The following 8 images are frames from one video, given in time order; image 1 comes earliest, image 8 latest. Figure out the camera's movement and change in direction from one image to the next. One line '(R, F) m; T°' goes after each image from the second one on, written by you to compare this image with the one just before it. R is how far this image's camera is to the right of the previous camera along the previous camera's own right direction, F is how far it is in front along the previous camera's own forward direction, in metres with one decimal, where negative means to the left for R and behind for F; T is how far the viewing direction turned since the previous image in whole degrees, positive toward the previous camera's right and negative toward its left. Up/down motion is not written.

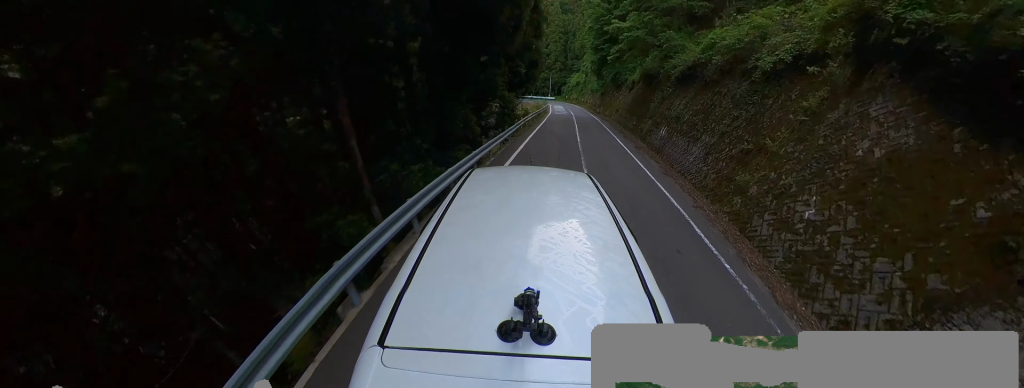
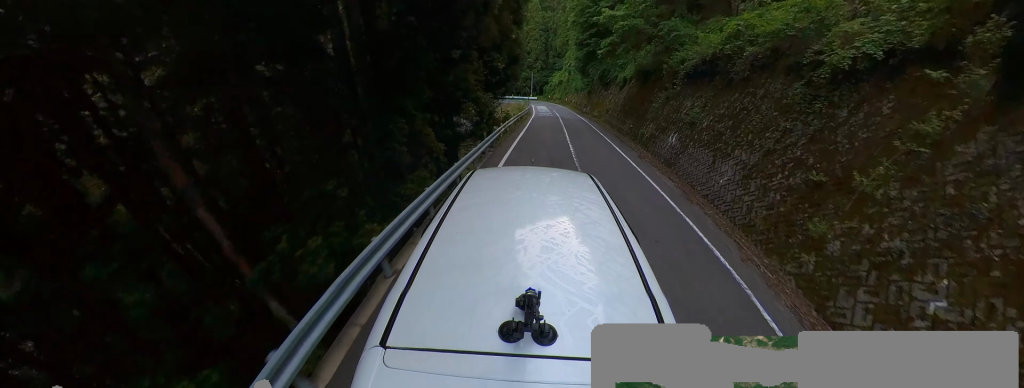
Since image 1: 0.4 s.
(+0.3, +3.3) m; +3°
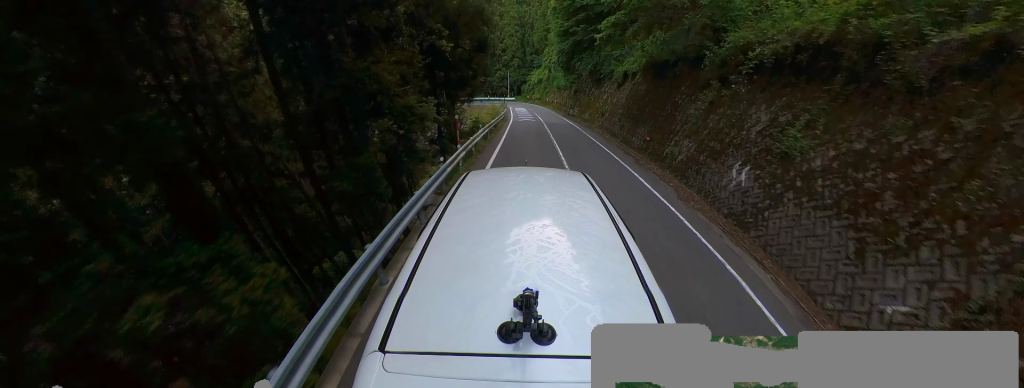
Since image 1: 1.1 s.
(+0.2, +6.1) m; +2°
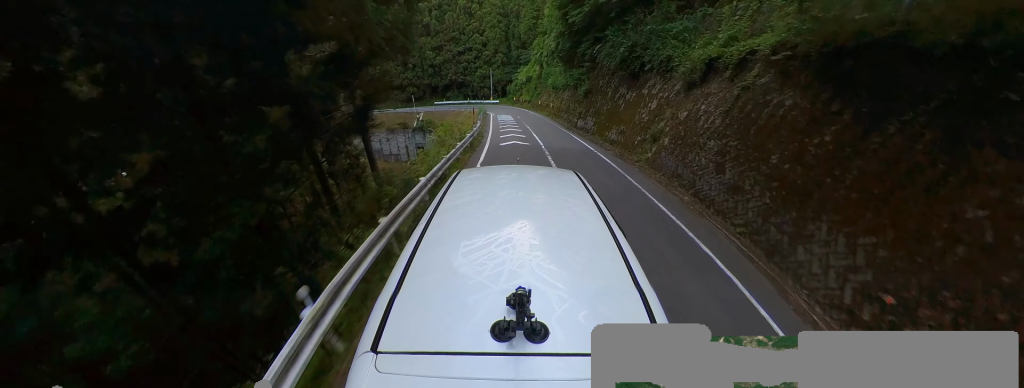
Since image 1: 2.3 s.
(+0.1, +11.1) m; +3°
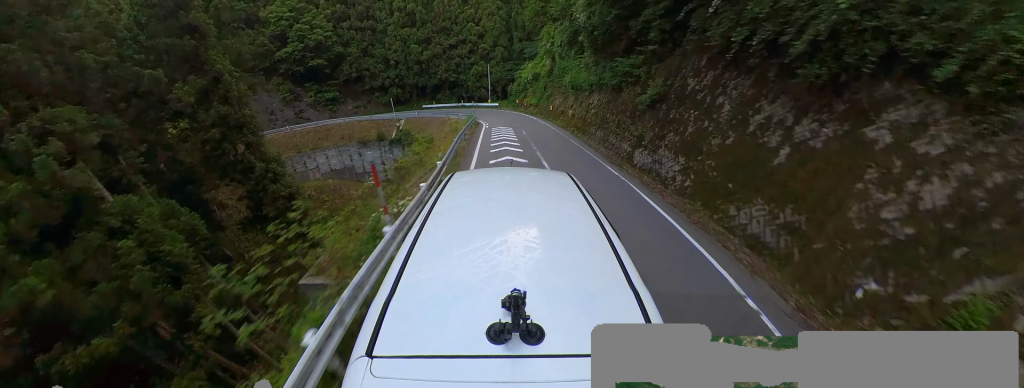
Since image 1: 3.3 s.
(+0.5, +10.2) m; +1°
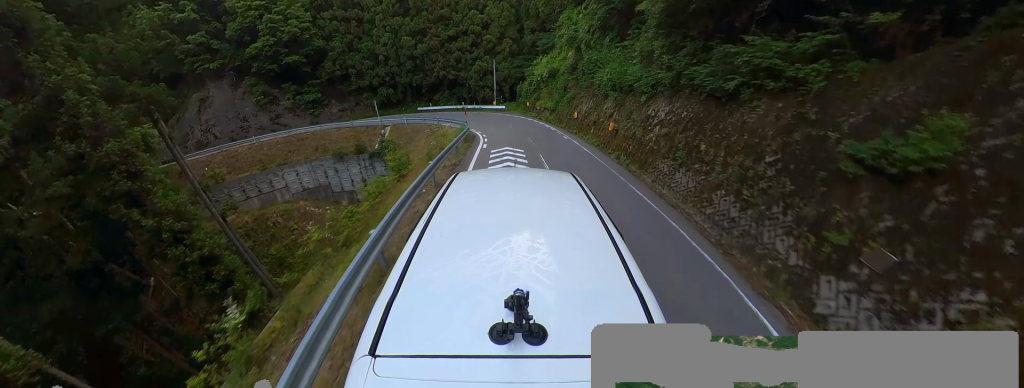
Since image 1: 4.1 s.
(-0.2, +7.9) m; -6°
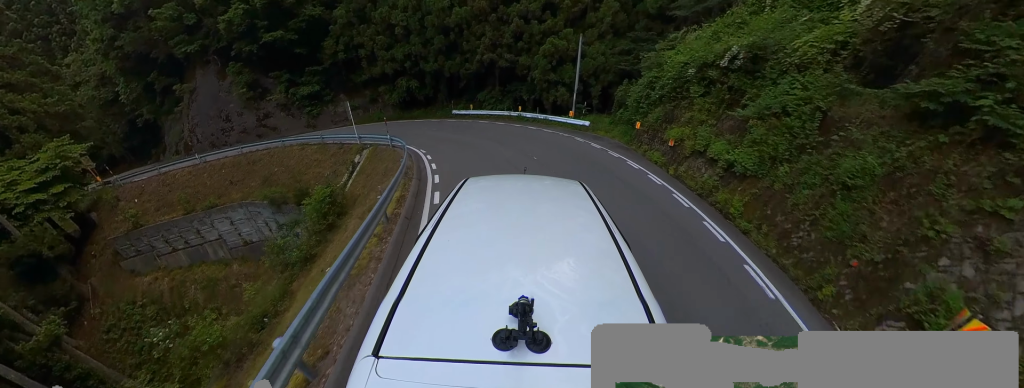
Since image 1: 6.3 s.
(-2.6, +19.2) m; -11°
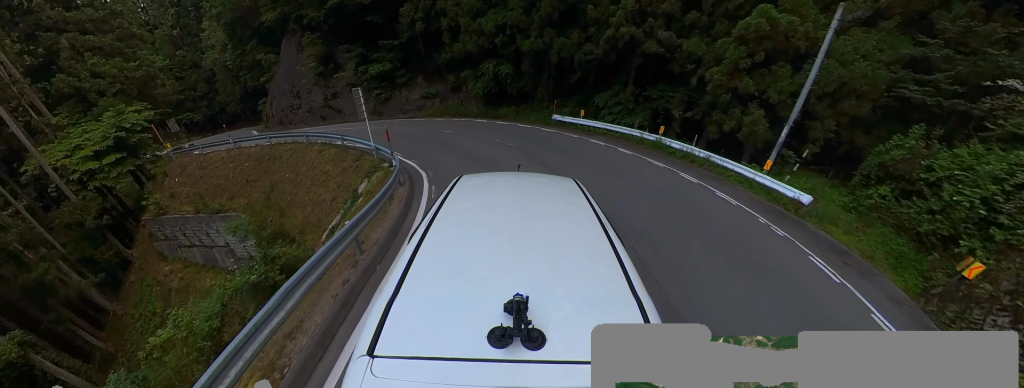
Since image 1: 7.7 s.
(-1.0, +10.3) m; -38°
